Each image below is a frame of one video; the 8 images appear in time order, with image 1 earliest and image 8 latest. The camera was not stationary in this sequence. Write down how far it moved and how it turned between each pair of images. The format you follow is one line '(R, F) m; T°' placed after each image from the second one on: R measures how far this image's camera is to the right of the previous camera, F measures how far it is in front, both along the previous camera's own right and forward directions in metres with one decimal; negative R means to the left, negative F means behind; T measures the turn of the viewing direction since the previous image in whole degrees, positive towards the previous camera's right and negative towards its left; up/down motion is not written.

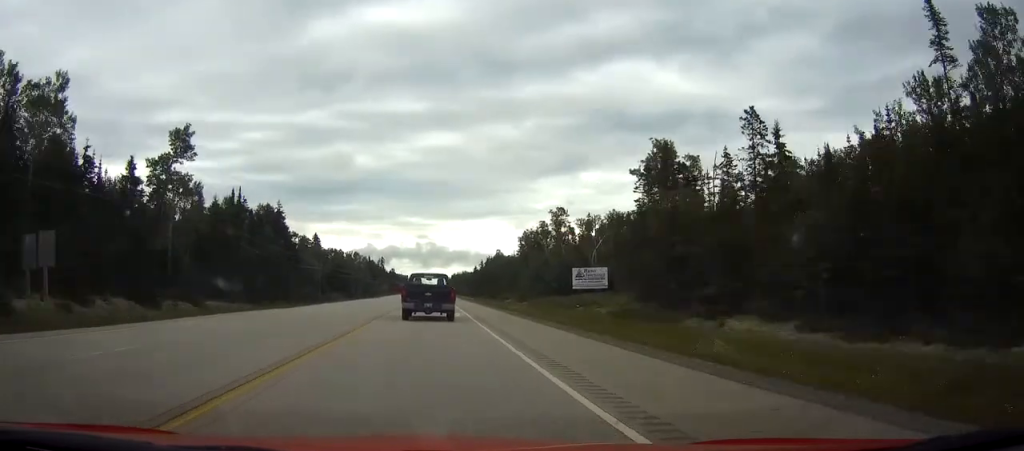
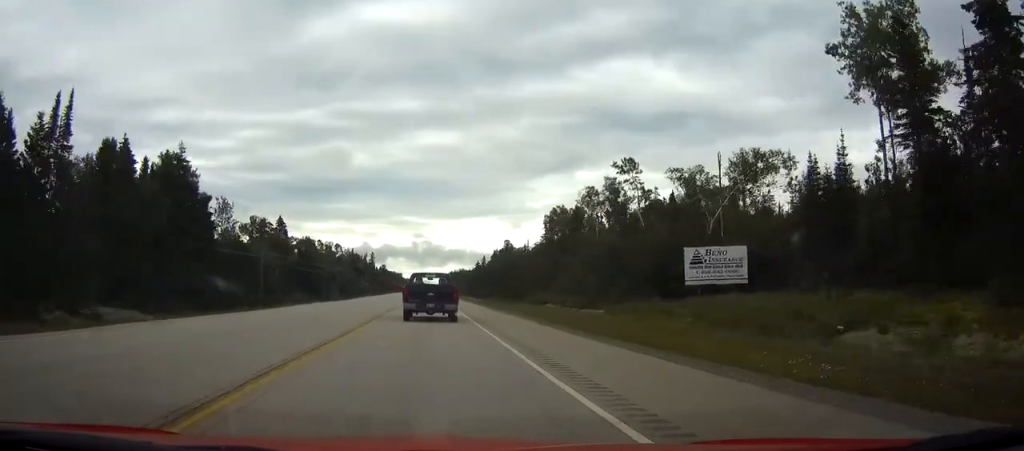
(+0.1, +44.1) m; 0°
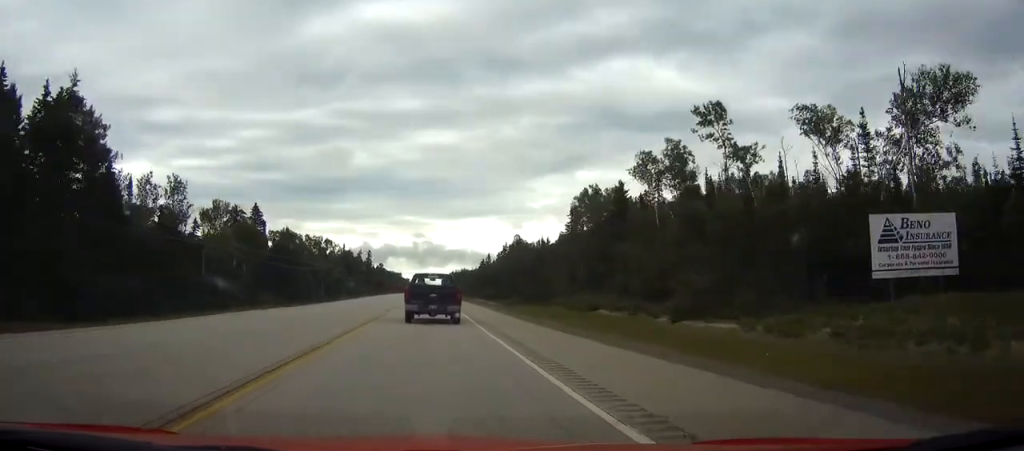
(0.0, +24.0) m; 0°
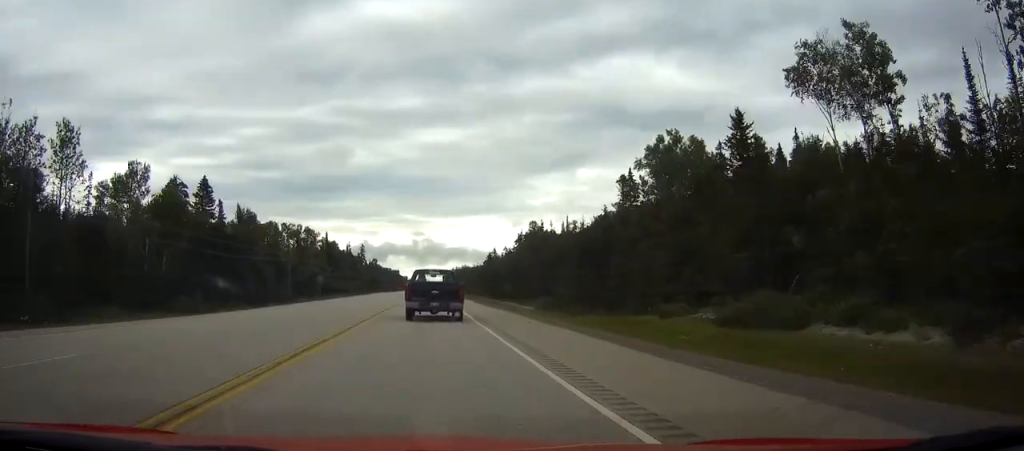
(0.0, +32.4) m; 0°
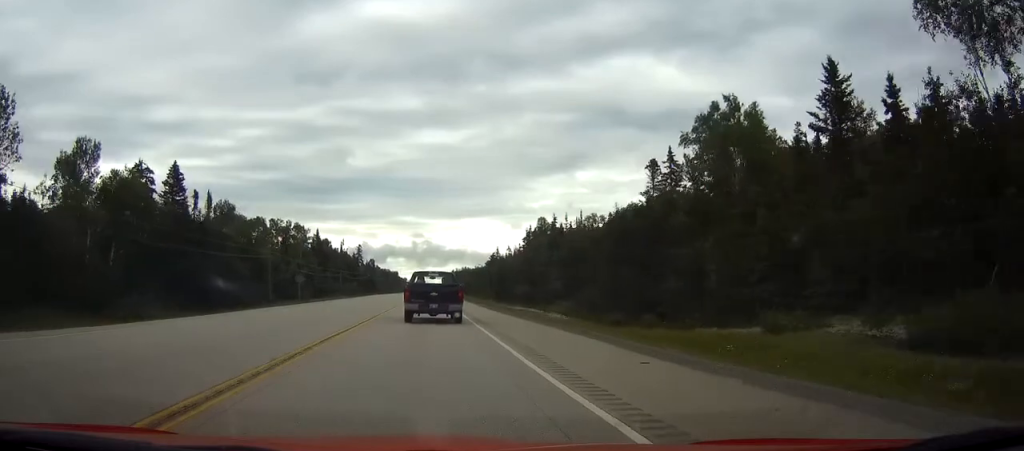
(0.0, +13.3) m; 0°
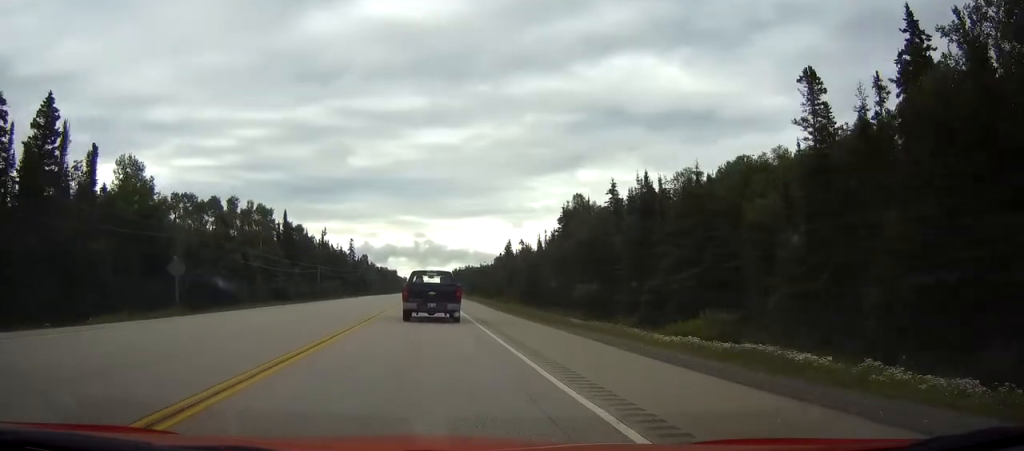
(0.0, +36.9) m; 0°
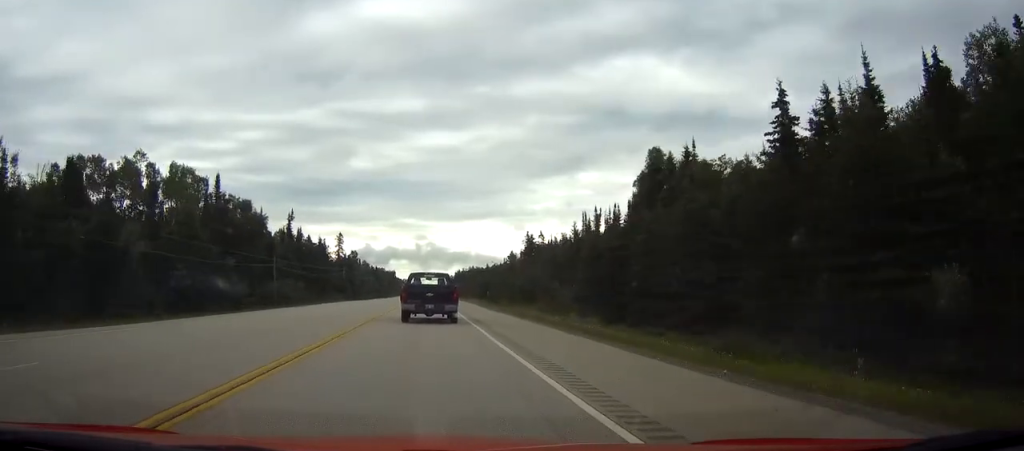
(0.0, +40.7) m; 0°
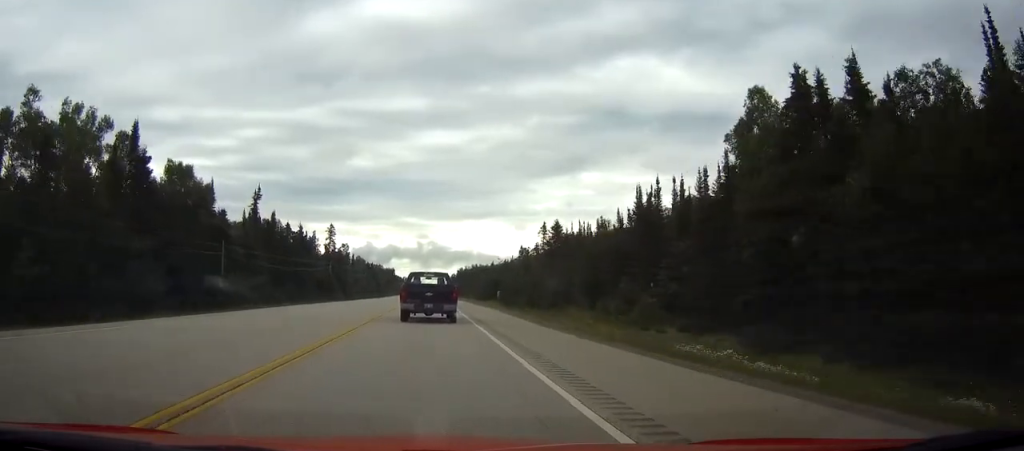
(0.0, +25.6) m; 0°
